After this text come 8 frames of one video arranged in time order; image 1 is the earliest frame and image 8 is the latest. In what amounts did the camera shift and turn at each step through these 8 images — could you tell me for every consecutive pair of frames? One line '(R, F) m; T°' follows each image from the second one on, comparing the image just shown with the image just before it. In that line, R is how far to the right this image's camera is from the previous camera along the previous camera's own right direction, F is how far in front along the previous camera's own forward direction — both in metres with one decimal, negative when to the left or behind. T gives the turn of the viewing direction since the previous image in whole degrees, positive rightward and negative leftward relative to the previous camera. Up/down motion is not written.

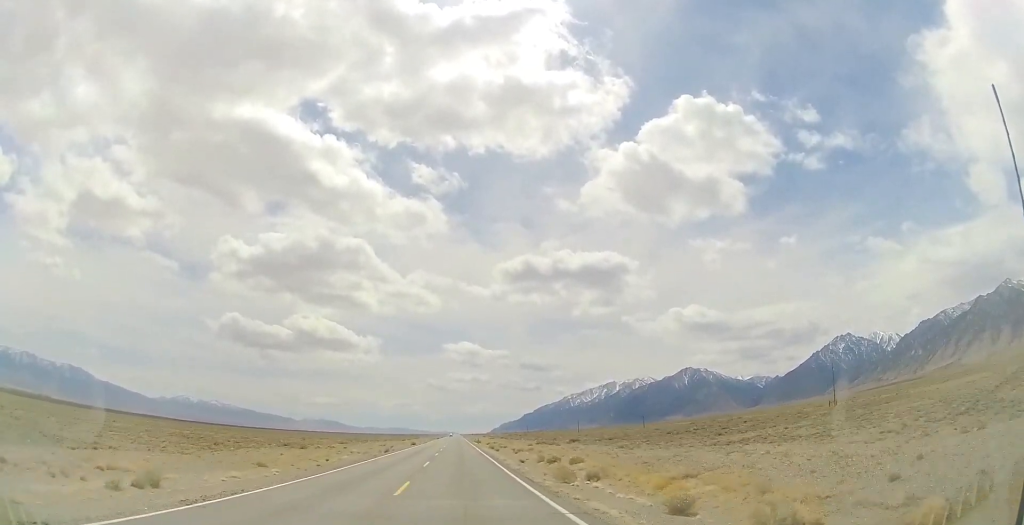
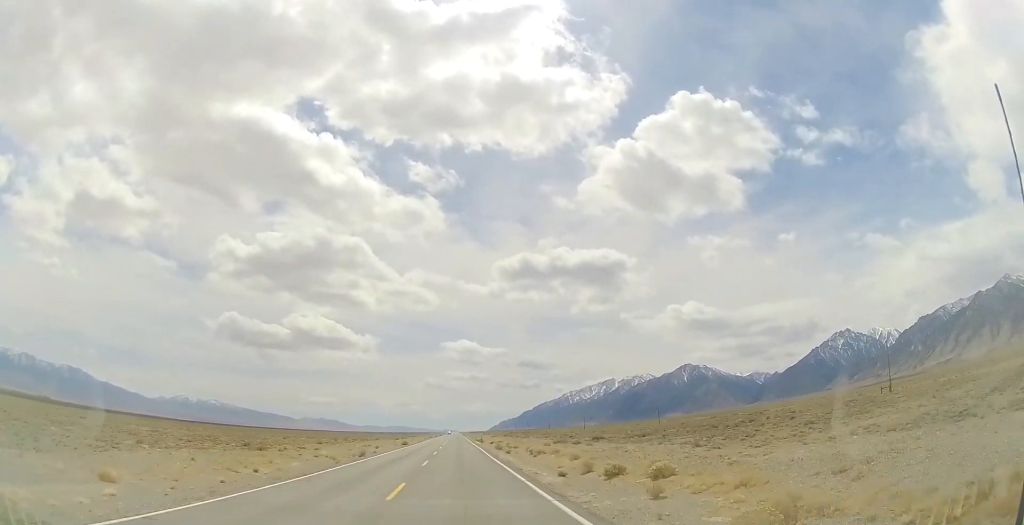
(0.0, +13.7) m; 0°
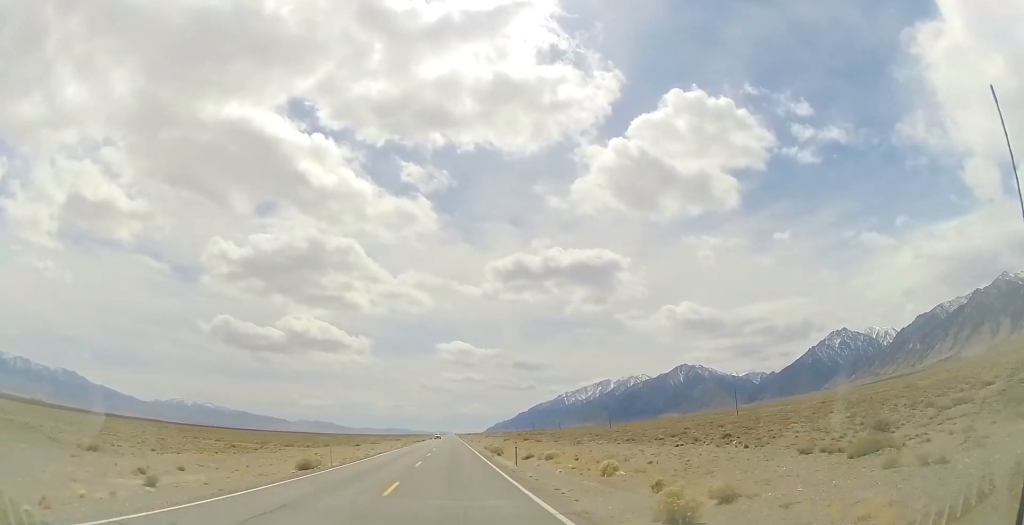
(+0.8, +47.8) m; +2°
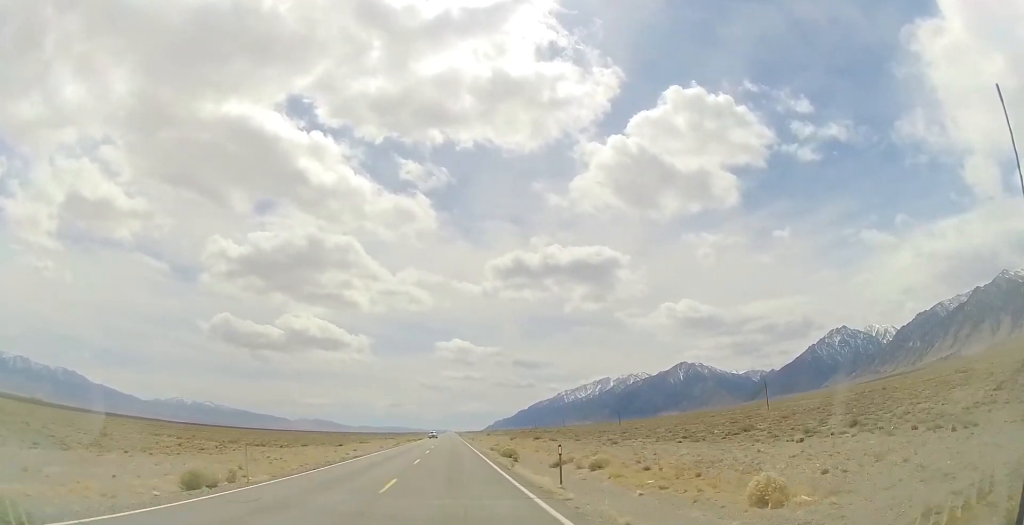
(0.0, +13.1) m; 0°
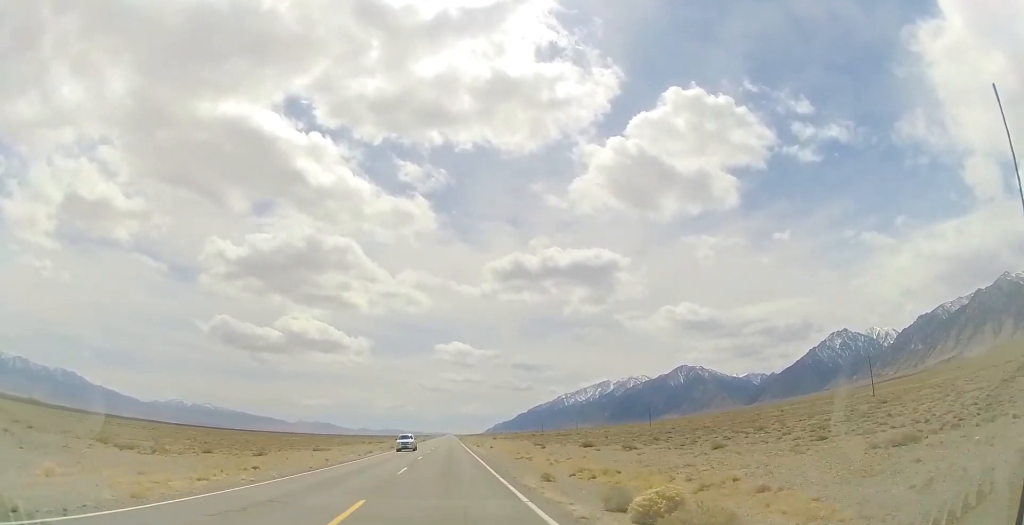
(-0.3, +29.7) m; 0°
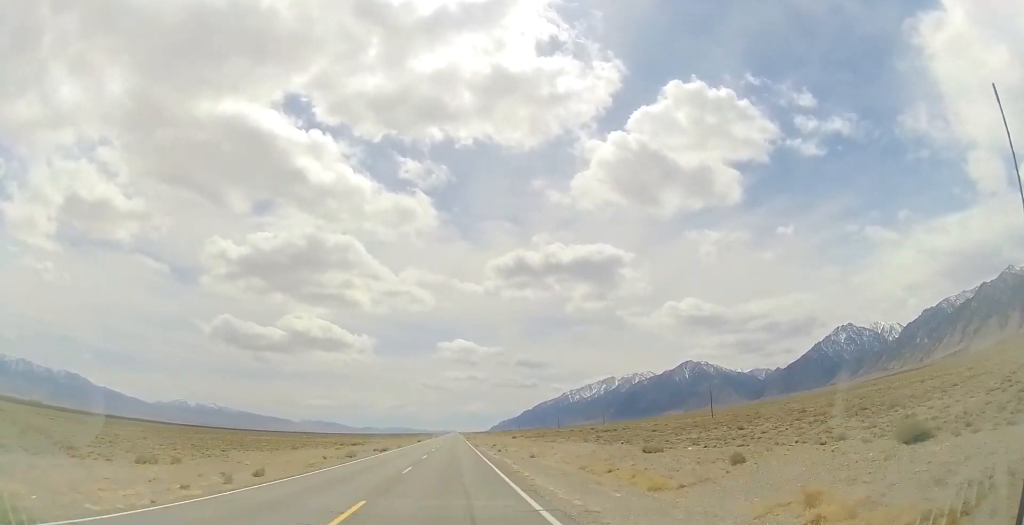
(+0.3, +36.2) m; 0°
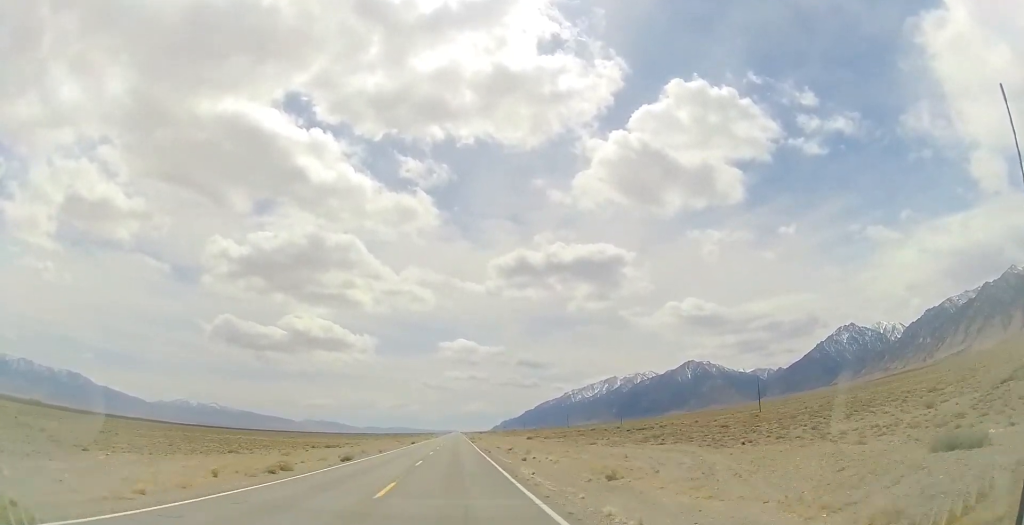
(-0.3, +19.7) m; -1°
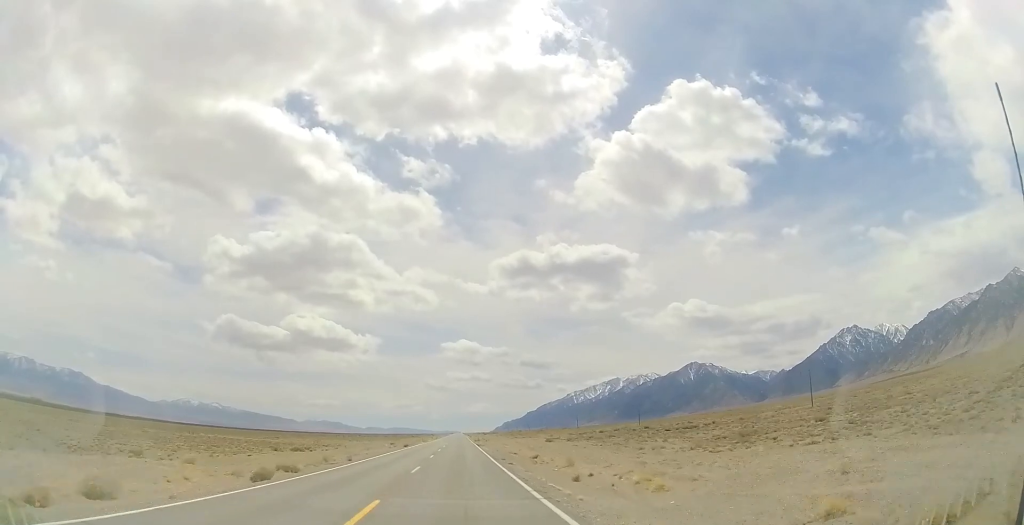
(0.0, +16.4) m; 0°
